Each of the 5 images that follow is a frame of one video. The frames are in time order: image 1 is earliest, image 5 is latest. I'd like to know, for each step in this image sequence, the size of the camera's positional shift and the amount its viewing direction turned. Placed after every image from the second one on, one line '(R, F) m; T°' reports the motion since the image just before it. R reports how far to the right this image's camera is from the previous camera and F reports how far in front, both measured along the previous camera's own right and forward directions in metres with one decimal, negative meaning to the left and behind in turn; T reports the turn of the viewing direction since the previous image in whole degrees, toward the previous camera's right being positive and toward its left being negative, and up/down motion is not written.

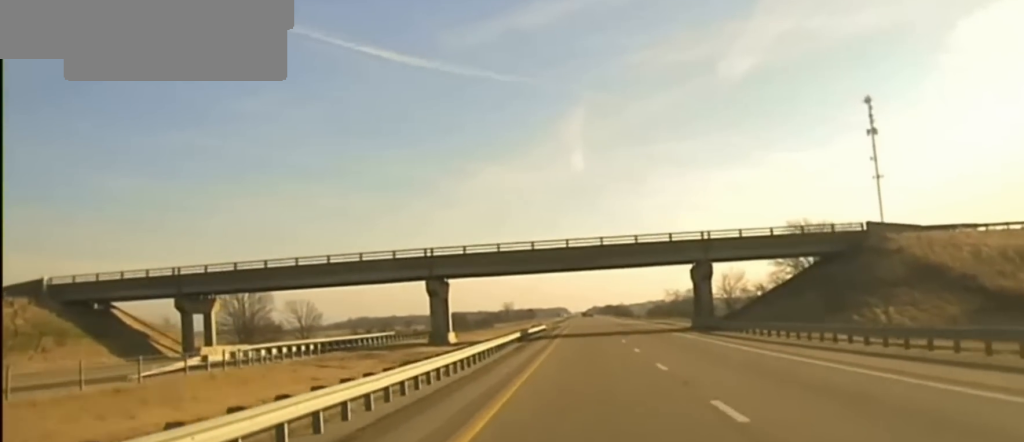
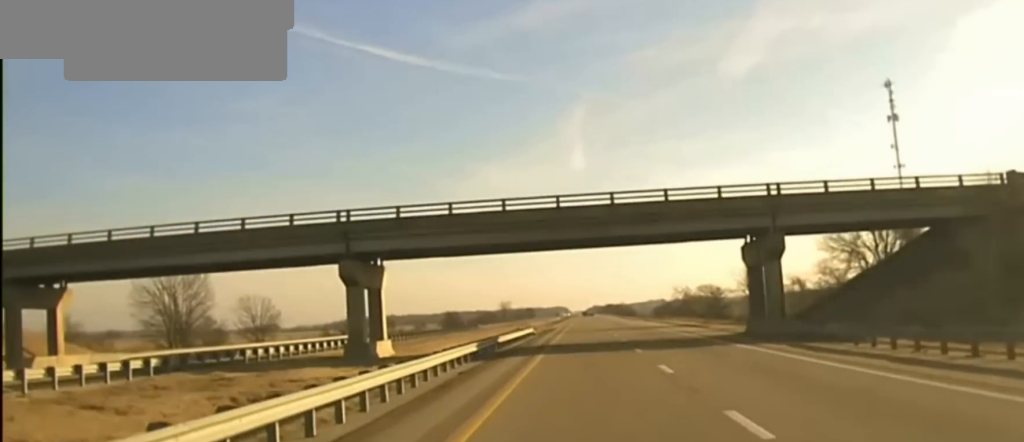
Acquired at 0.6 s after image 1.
(-0.1, +26.1) m; 0°
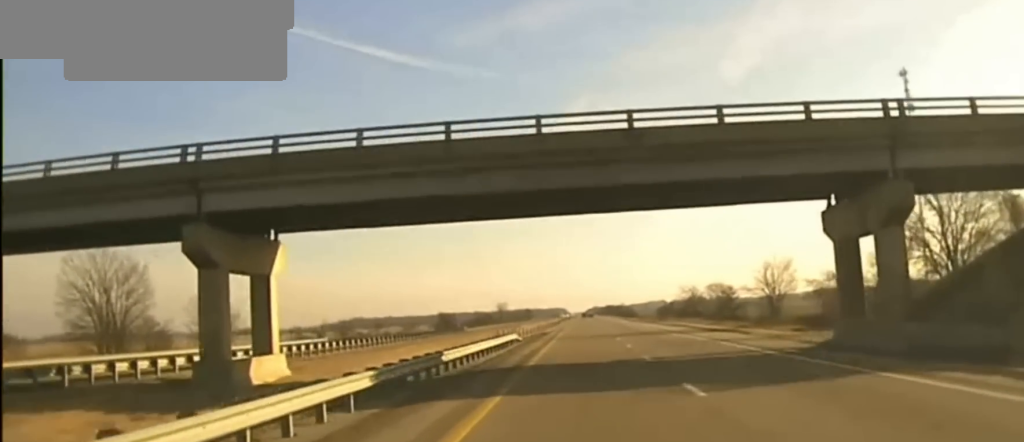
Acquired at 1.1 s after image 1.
(+0.2, +18.2) m; 0°
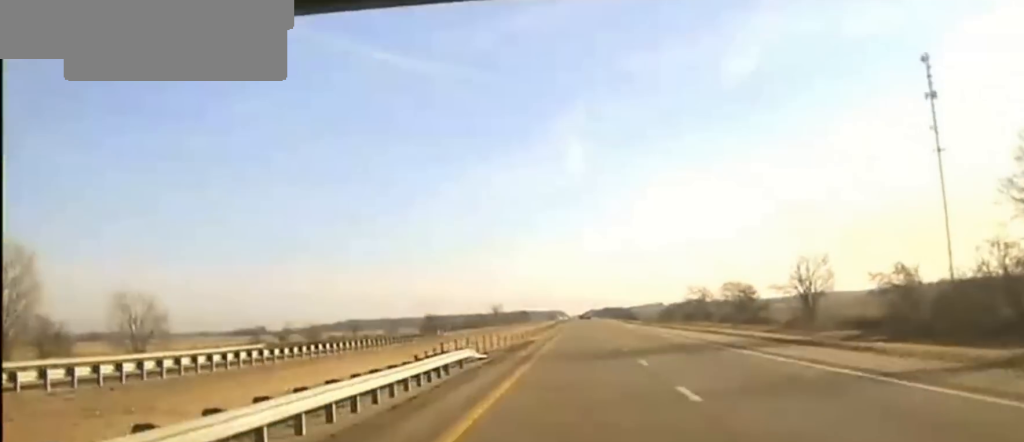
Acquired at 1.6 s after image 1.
(+0.2, +22.4) m; 0°
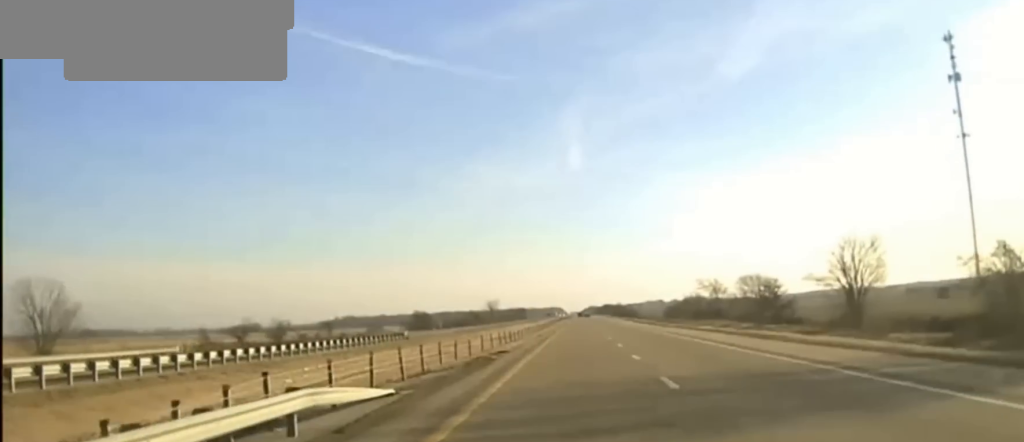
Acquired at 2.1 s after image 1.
(-0.2, +21.6) m; 0°
